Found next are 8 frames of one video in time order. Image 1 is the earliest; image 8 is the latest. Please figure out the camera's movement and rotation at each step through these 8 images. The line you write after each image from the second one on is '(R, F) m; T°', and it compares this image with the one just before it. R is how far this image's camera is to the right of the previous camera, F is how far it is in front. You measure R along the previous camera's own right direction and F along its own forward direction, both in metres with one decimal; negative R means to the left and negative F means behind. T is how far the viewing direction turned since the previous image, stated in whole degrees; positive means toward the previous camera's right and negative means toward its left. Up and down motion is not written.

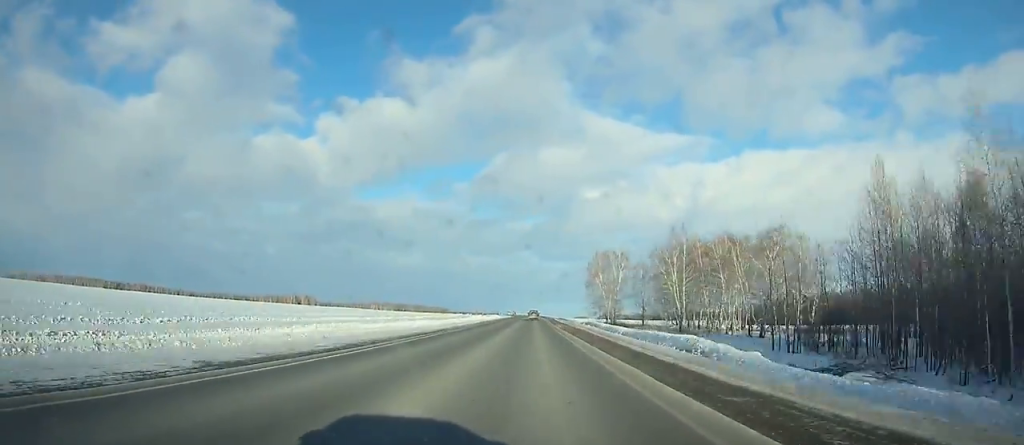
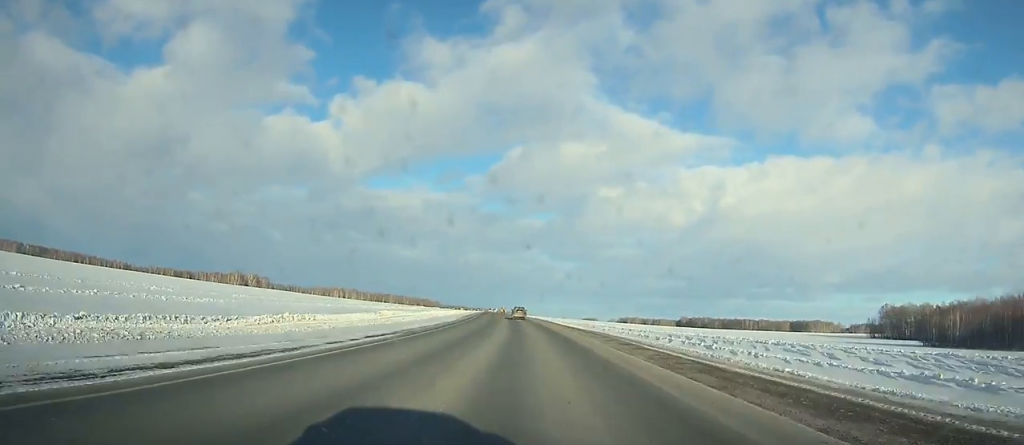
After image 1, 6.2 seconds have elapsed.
(+3.9, +187.3) m; 0°
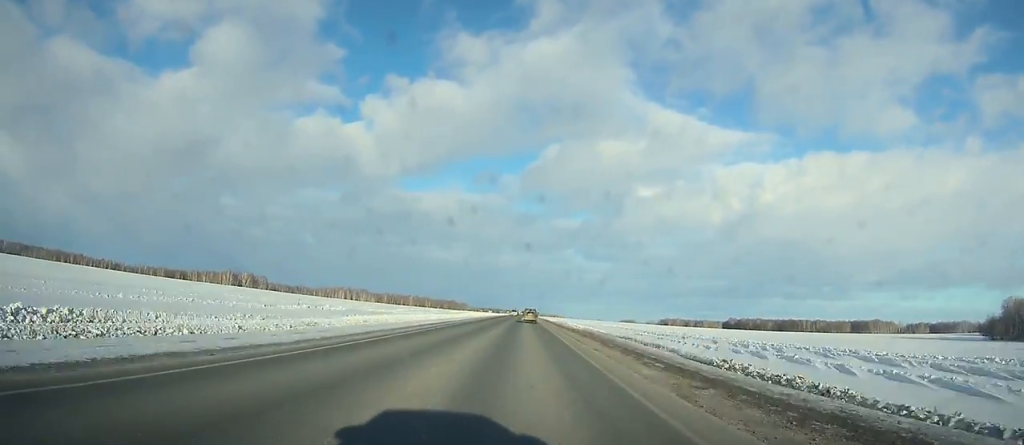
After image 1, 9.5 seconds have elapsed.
(-1.8, +97.4) m; -2°
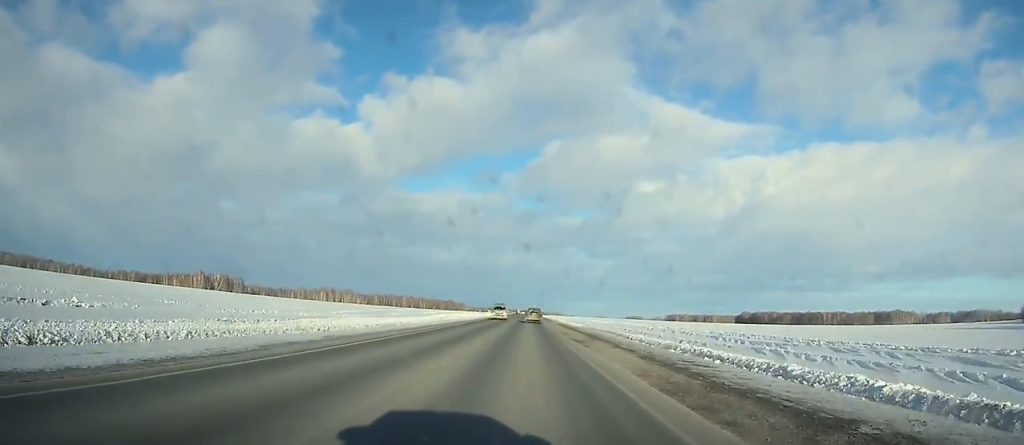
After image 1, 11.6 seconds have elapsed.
(-0.8, +61.1) m; -1°
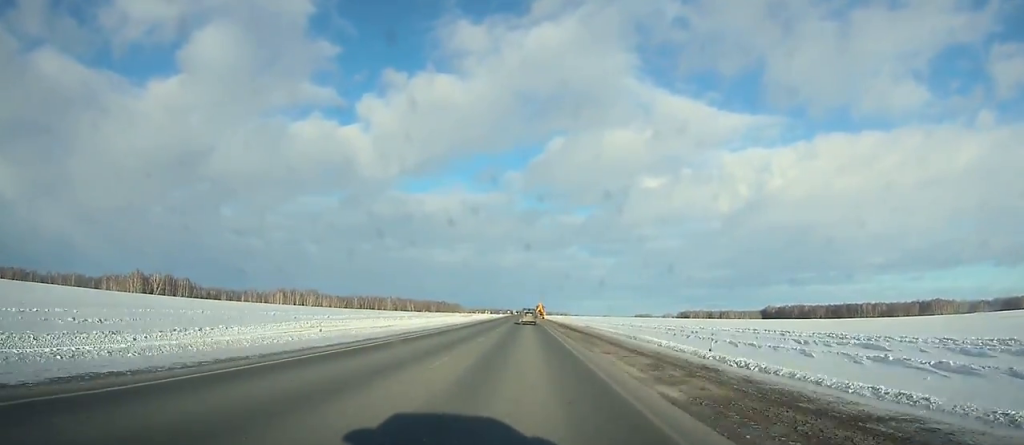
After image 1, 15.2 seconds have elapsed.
(-0.7, +103.4) m; -1°
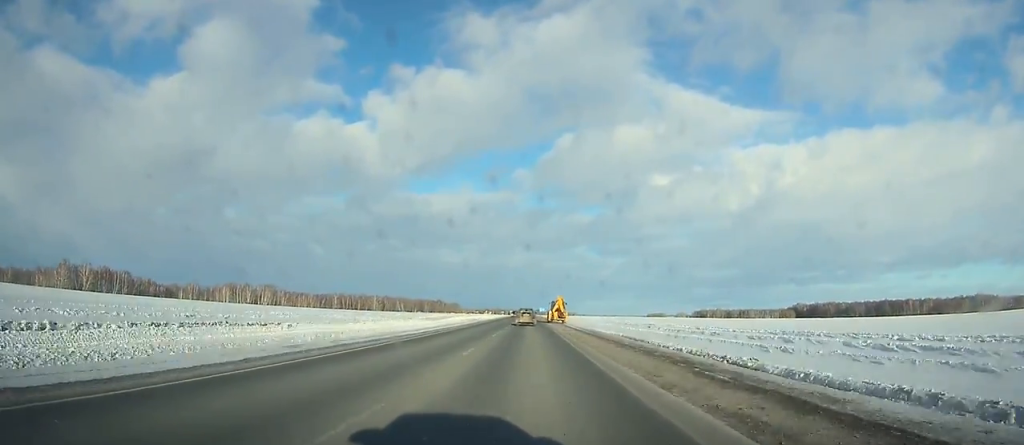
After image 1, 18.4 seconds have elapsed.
(-0.2, +91.2) m; 0°
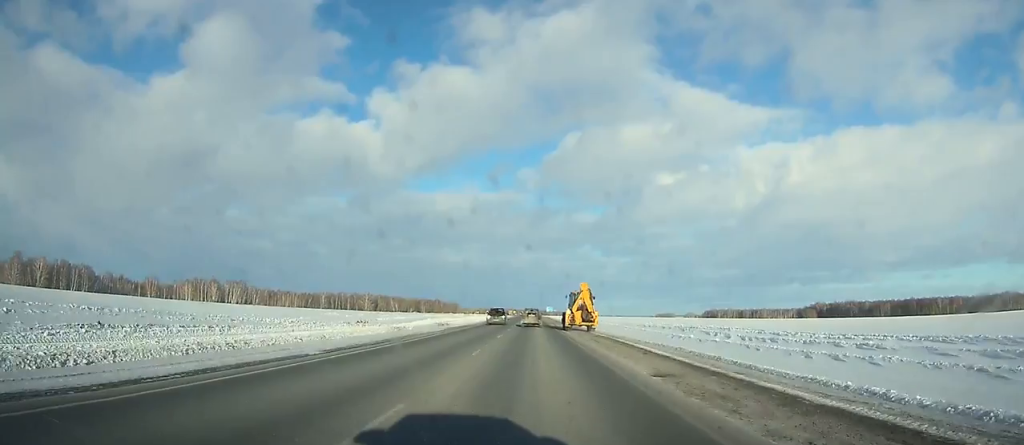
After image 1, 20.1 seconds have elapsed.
(-0.1, +48.3) m; 0°
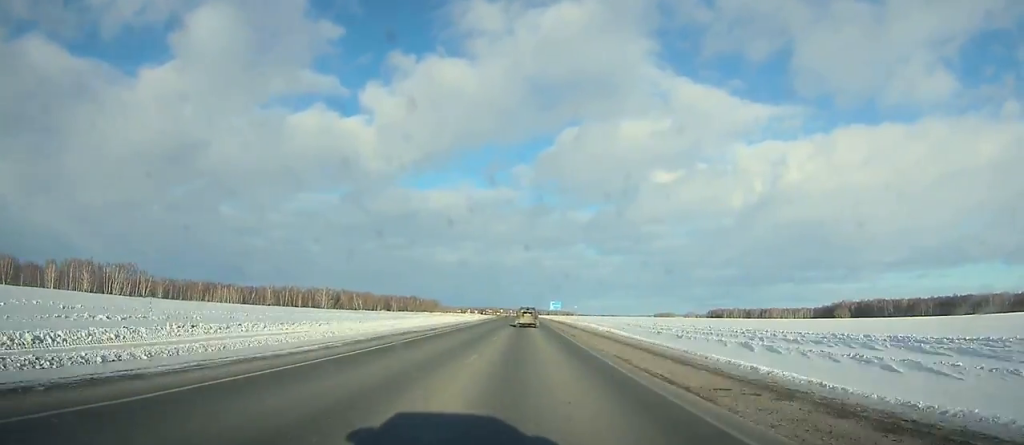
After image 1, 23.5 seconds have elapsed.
(-0.1, +96.3) m; 0°
